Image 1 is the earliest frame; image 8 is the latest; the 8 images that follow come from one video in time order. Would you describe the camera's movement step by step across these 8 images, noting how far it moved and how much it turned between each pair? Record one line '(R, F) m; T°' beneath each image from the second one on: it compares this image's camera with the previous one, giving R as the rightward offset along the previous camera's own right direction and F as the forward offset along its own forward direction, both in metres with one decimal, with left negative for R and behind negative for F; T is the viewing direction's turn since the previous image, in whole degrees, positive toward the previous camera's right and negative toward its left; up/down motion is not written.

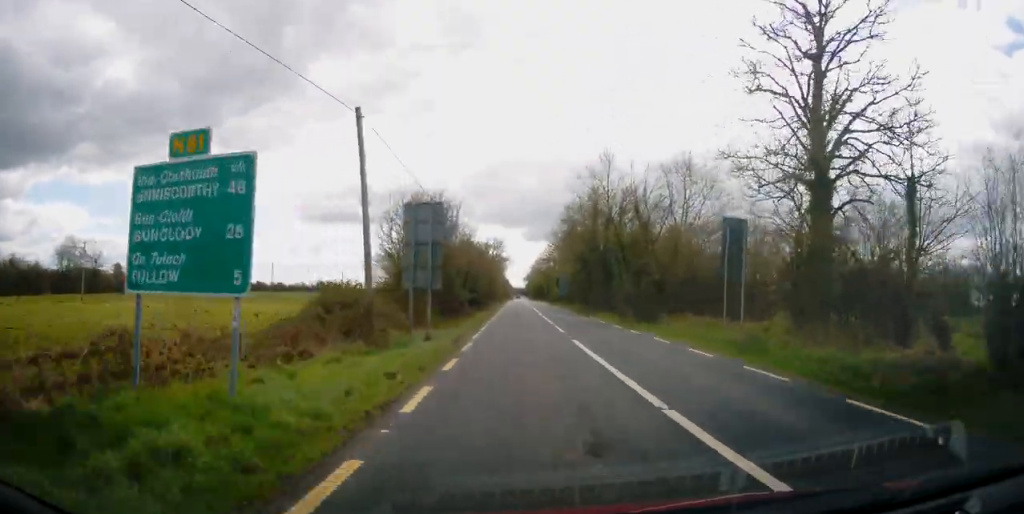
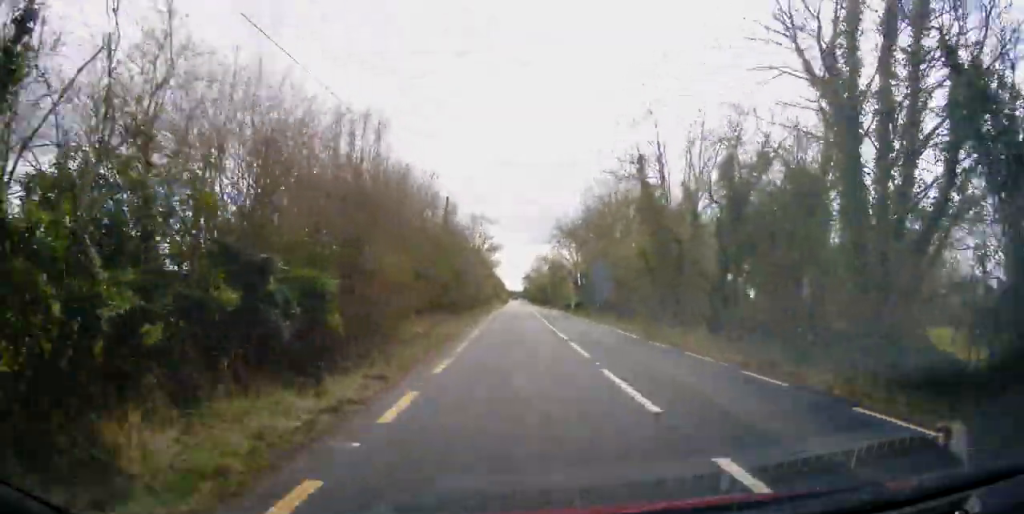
(-0.1, +36.6) m; 0°
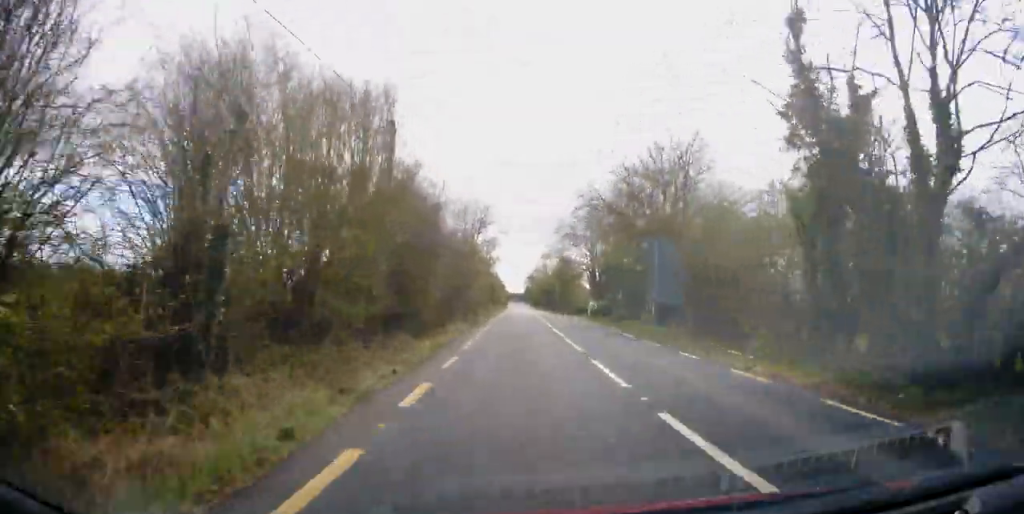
(0.0, +15.2) m; 0°
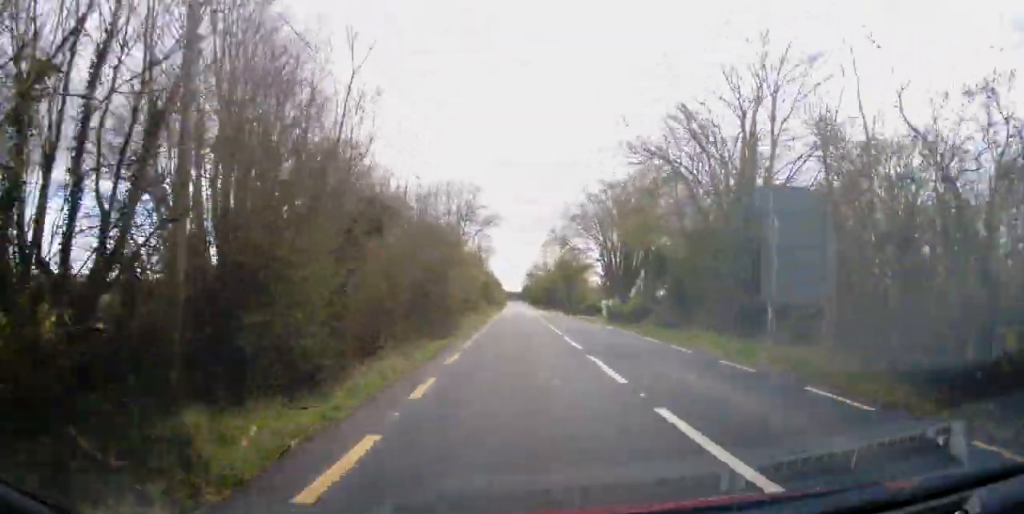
(0.0, +11.5) m; 0°
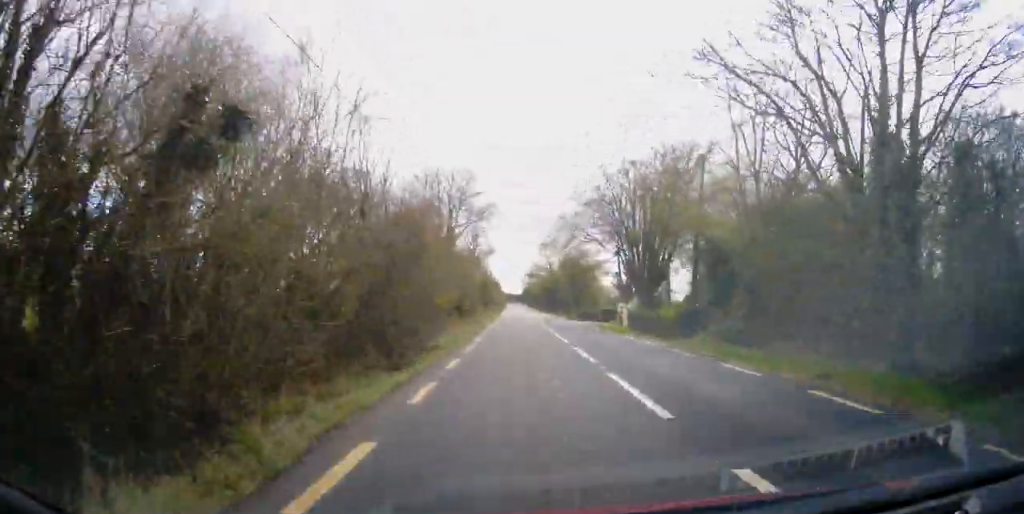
(0.0, +8.4) m; 0°
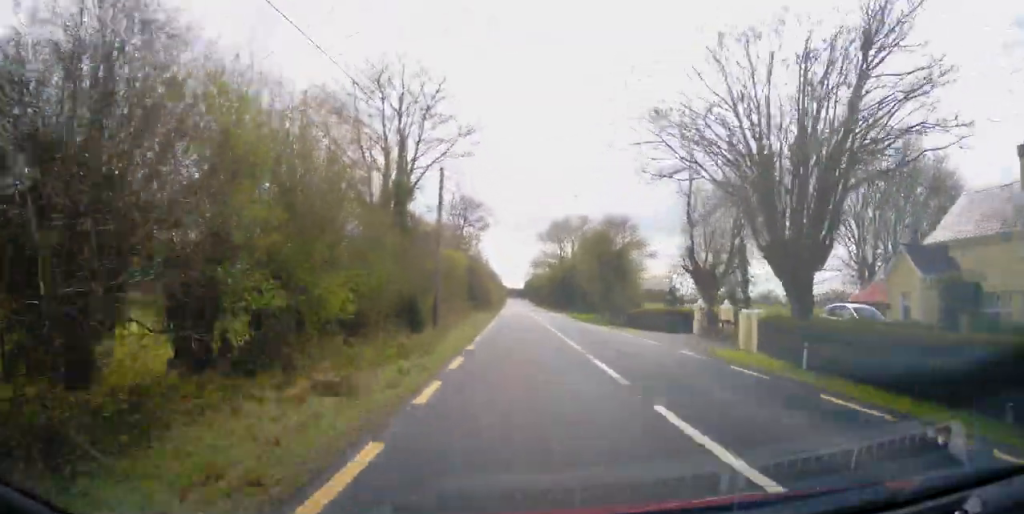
(0.0, +20.7) m; 0°
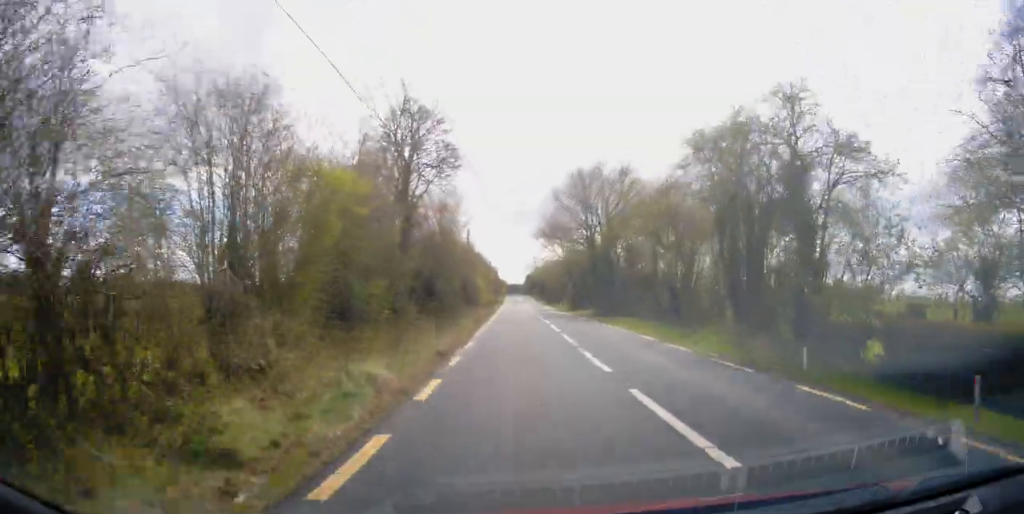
(0.0, +28.1) m; +1°
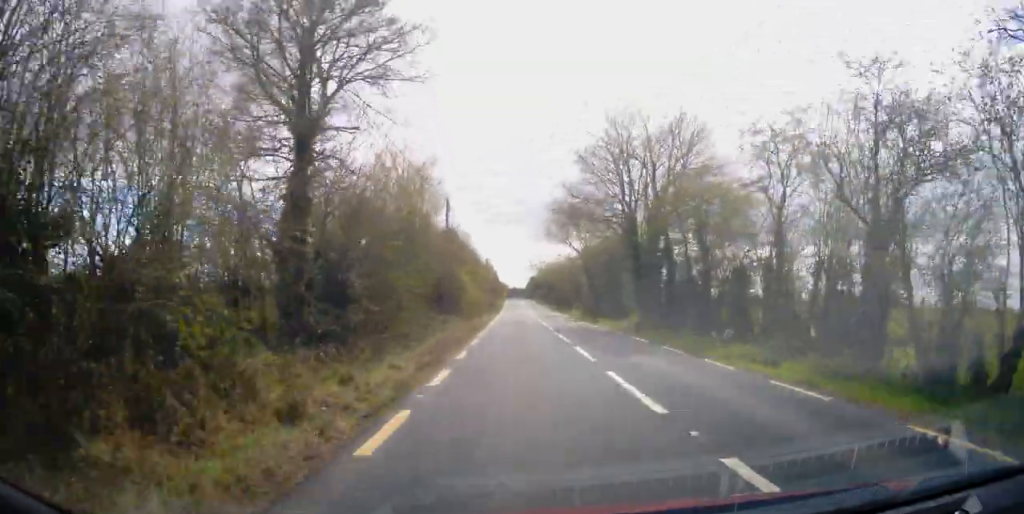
(+0.2, +15.3) m; 0°
